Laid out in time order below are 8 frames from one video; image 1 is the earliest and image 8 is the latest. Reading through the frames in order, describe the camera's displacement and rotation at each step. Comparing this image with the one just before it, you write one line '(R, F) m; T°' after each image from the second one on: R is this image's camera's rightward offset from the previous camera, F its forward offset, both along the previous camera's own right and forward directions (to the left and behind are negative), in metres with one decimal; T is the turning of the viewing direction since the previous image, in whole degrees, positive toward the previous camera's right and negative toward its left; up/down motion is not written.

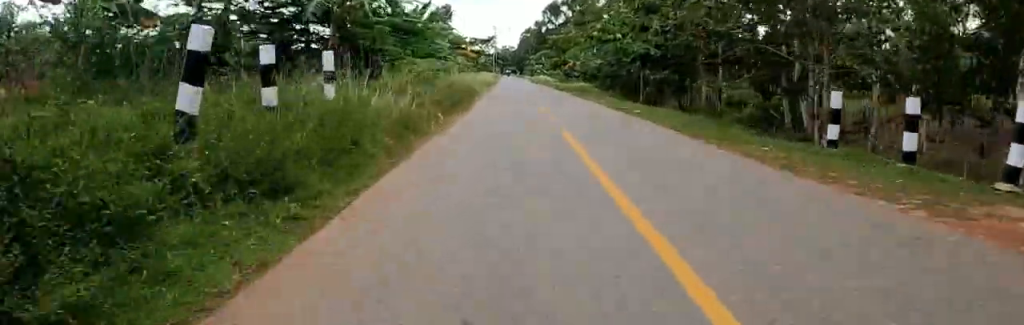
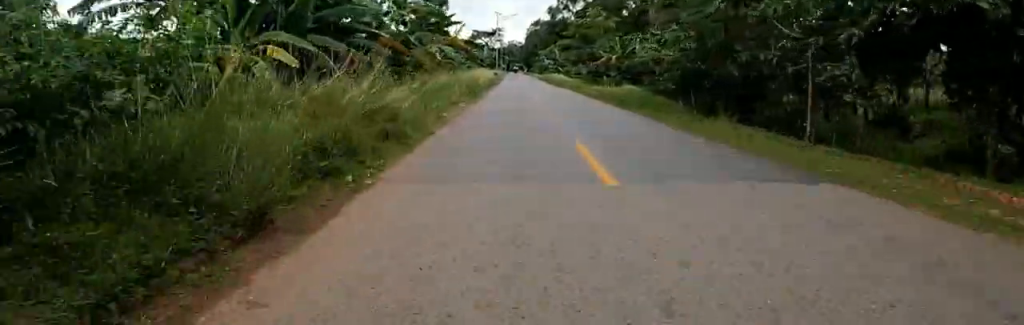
(-1.8, +16.7) m; -2°
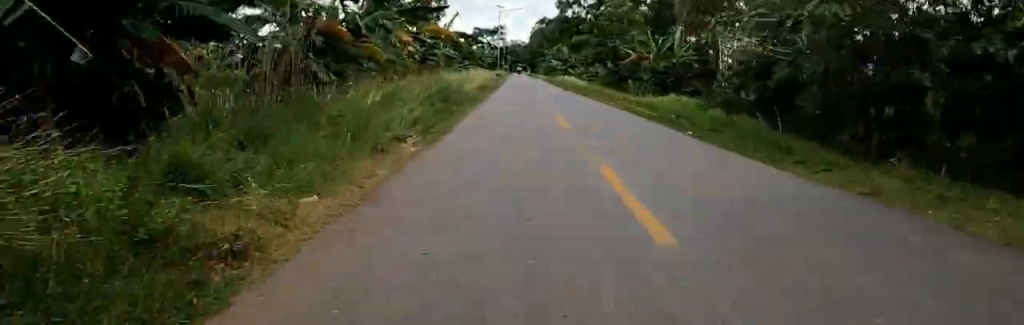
(+0.4, +8.8) m; +7°
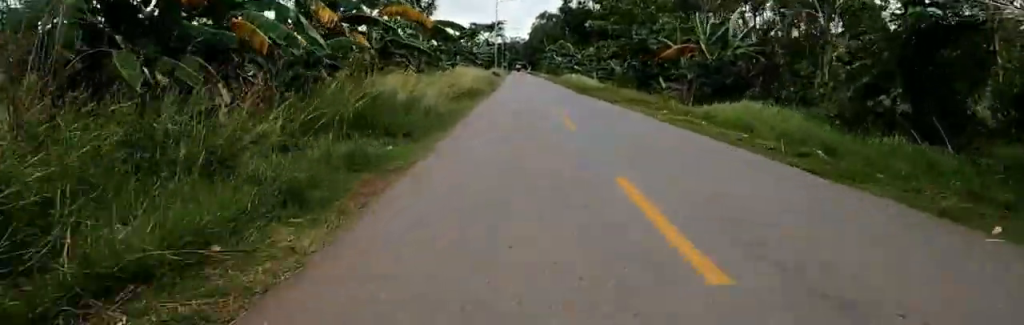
(+1.1, +8.6) m; +4°
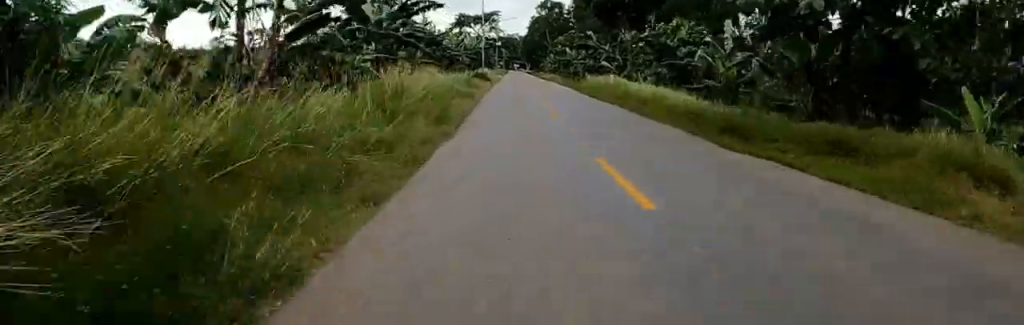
(-1.3, +22.9) m; -11°
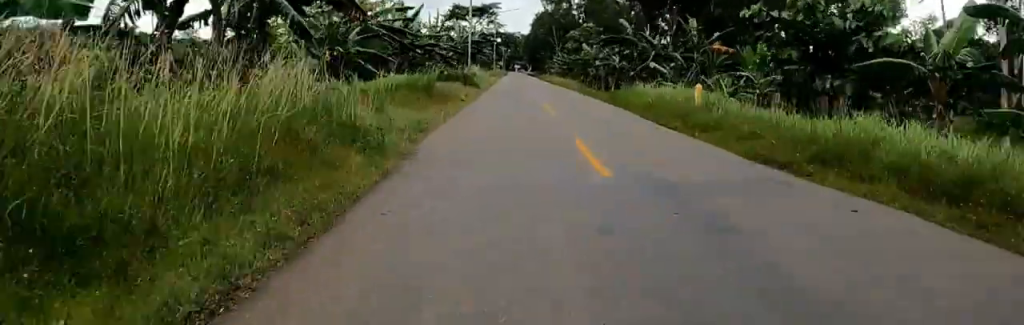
(-2.1, +14.8) m; -4°
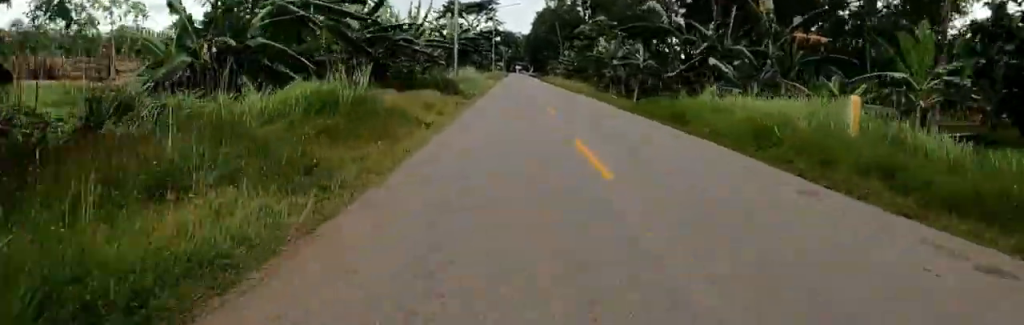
(+0.7, +8.4) m; +4°
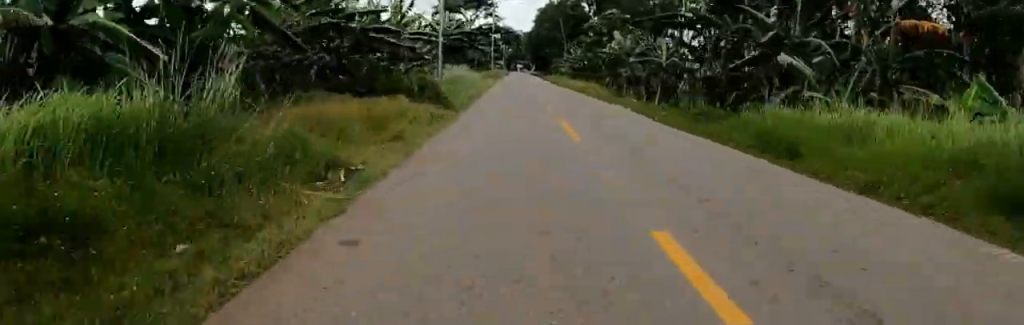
(+0.4, +5.8) m; +4°
